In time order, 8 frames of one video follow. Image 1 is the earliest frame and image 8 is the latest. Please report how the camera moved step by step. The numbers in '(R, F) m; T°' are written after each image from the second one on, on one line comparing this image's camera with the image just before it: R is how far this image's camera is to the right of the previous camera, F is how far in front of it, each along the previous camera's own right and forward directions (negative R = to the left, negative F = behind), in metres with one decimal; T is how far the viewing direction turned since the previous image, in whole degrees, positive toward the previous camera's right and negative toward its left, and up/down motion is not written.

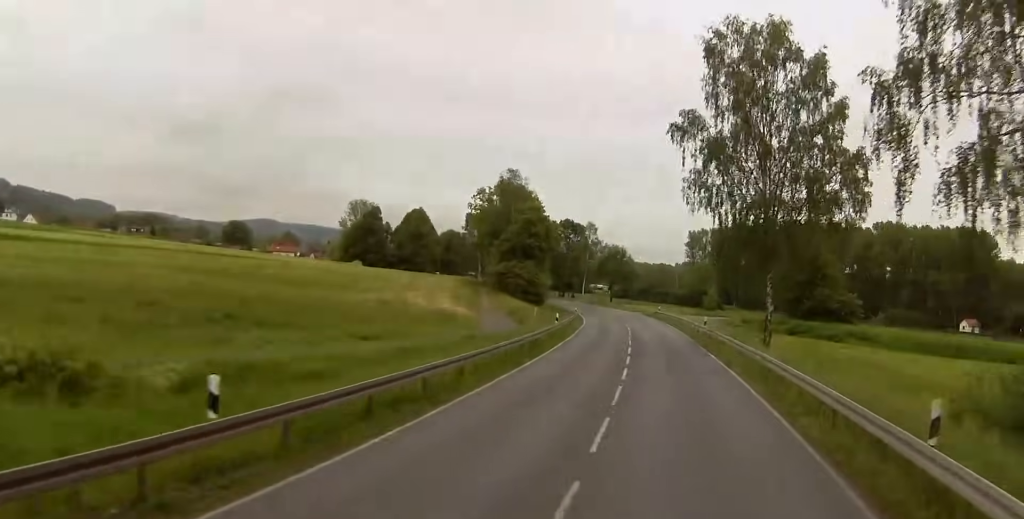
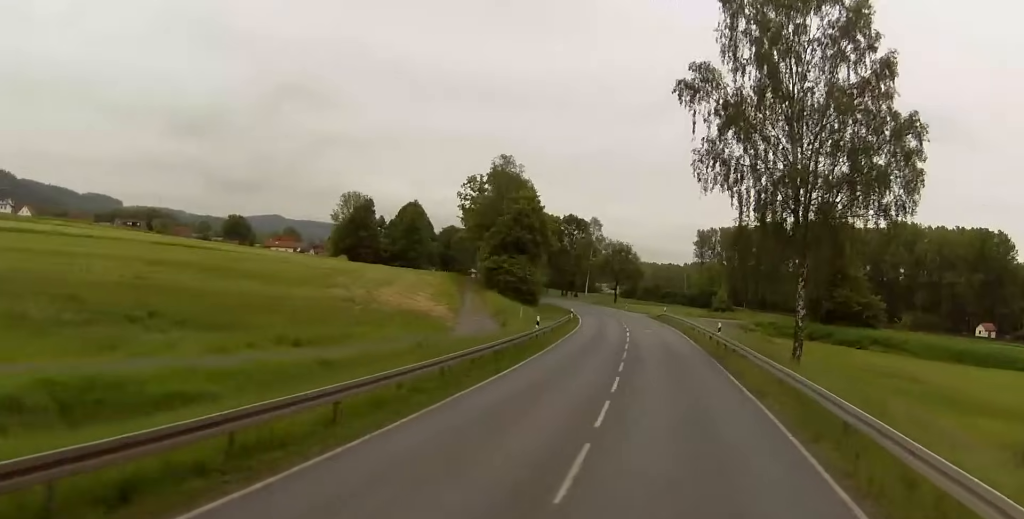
(-0.1, +9.5) m; -1°
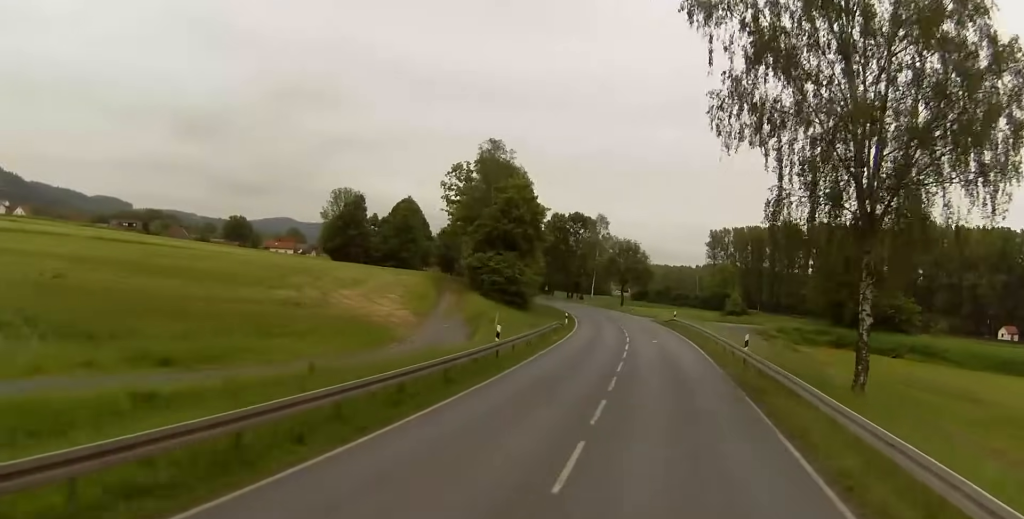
(0.0, +11.5) m; 0°
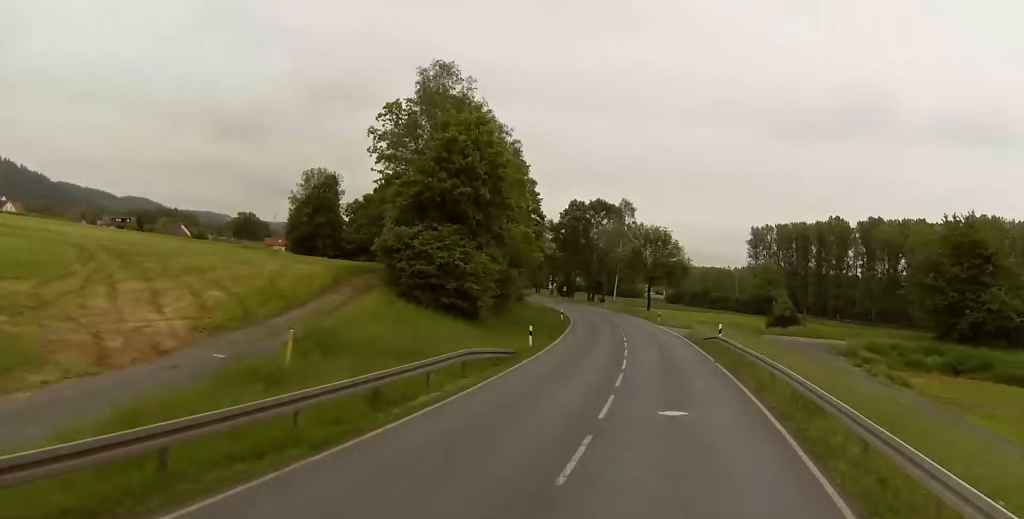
(0.0, +30.8) m; -2°
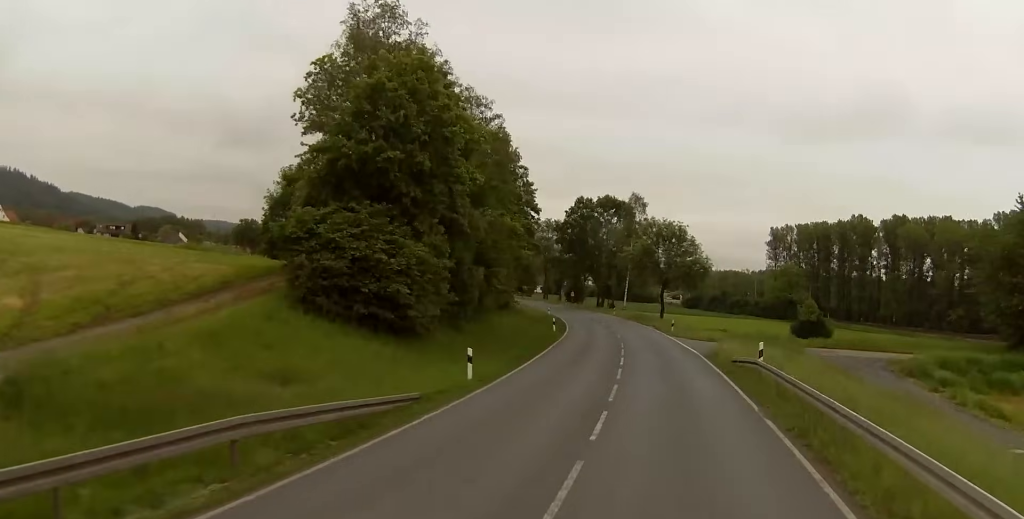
(-0.4, +15.3) m; -2°
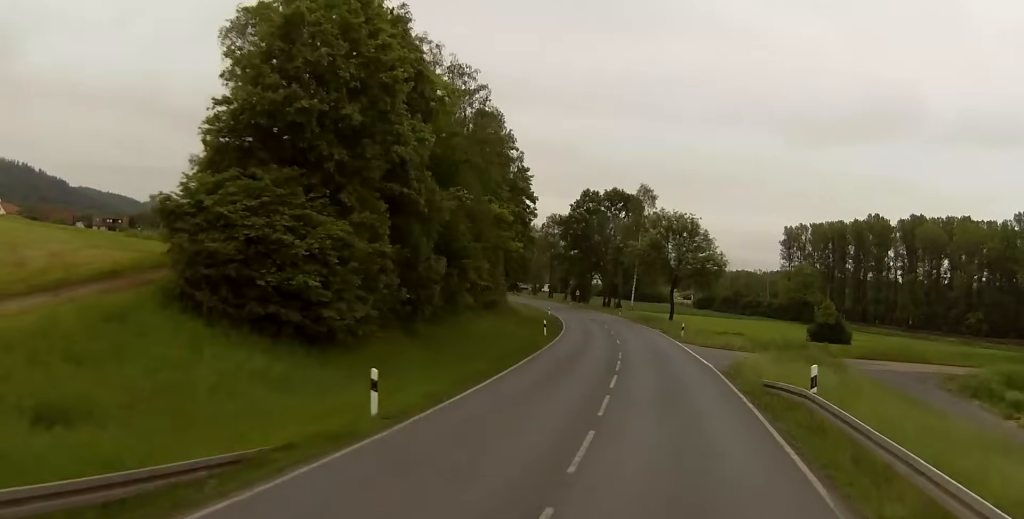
(-0.1, +9.9) m; -1°
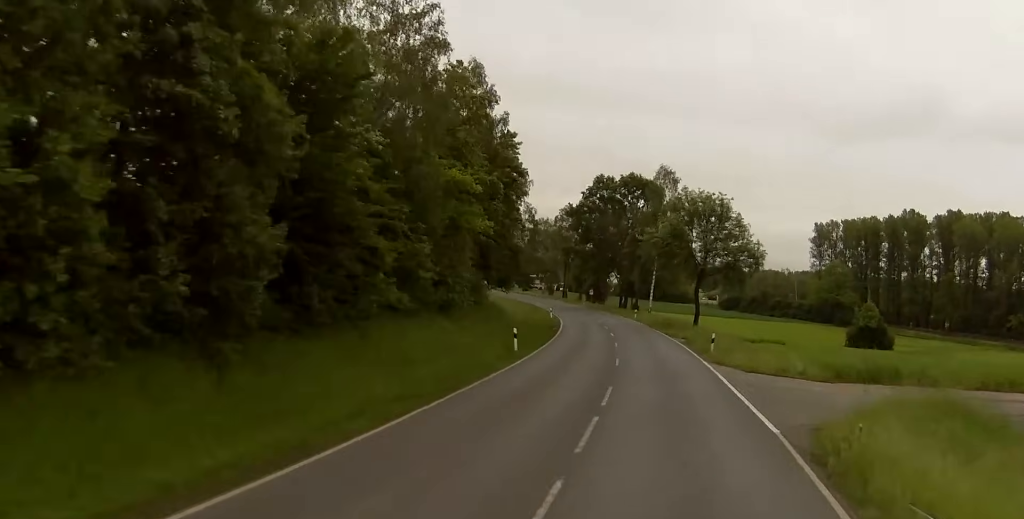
(-0.3, +19.1) m; -1°
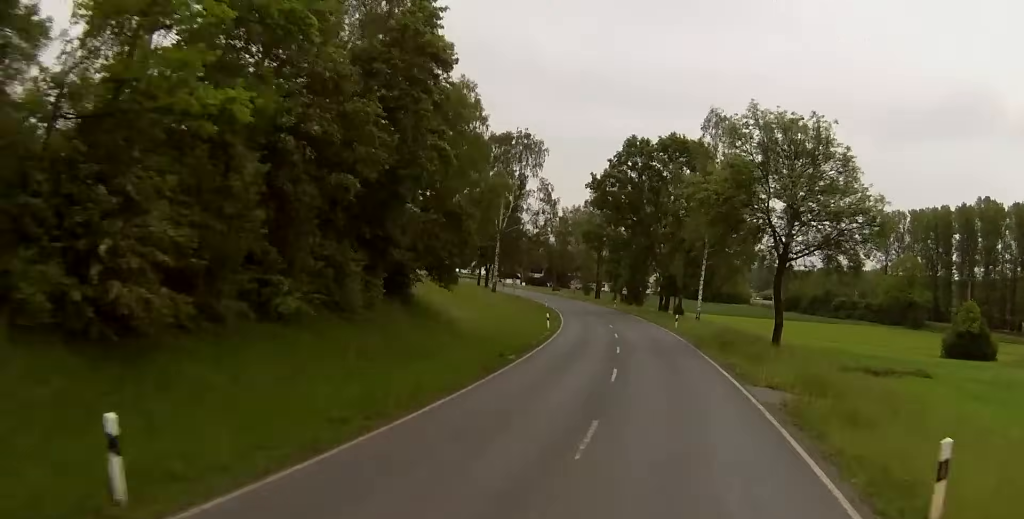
(-0.3, +32.5) m; -2°
